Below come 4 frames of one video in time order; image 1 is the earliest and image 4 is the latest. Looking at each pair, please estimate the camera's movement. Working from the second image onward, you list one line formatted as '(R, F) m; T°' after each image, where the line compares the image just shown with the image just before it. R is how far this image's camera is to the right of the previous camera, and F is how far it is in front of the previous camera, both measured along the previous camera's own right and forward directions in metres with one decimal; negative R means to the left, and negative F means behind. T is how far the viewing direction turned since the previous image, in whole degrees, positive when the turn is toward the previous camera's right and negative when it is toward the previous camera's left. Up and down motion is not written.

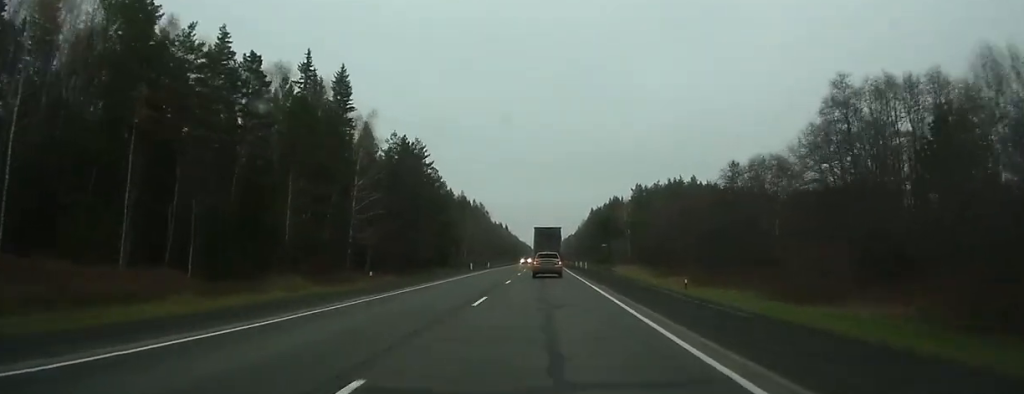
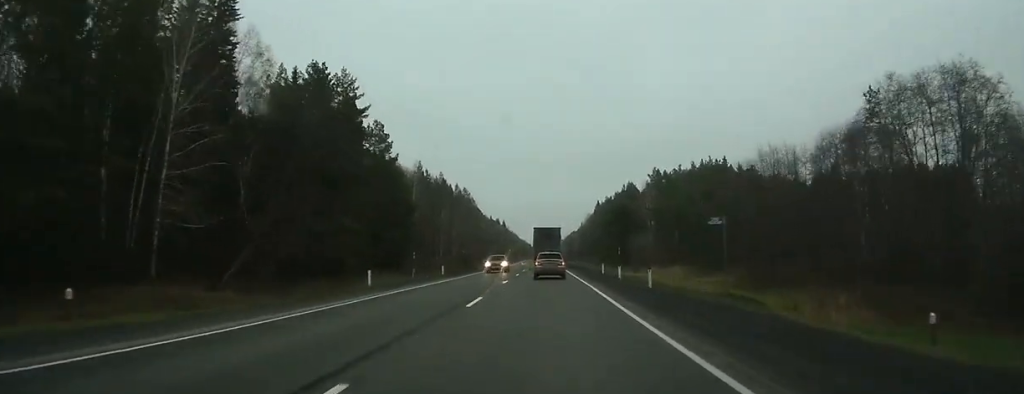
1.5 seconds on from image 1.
(+0.1, +34.3) m; 0°
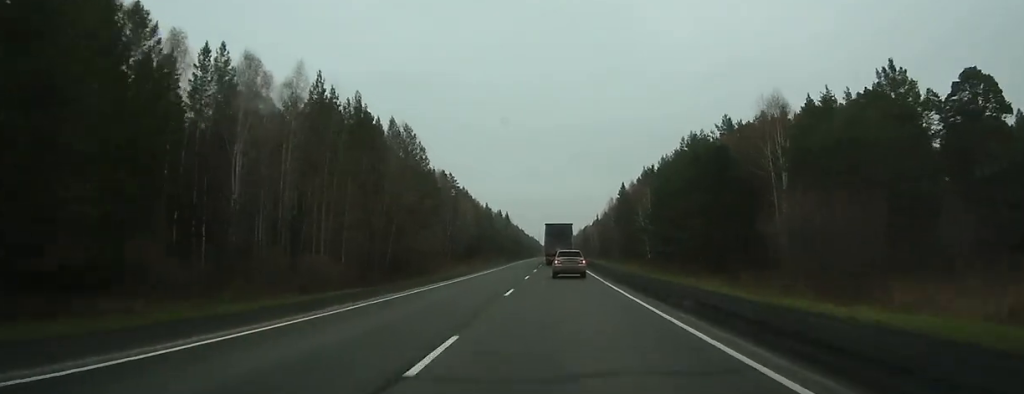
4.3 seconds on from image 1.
(0.0, +70.3) m; -1°
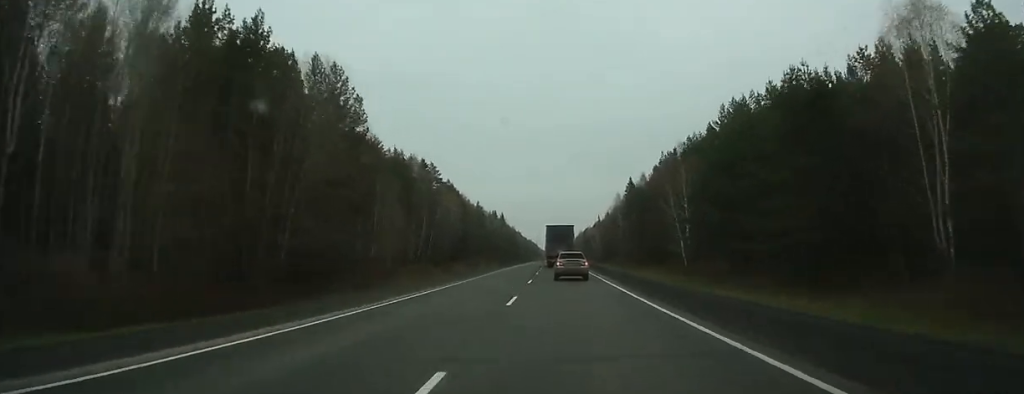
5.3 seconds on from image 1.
(-0.1, +28.3) m; 0°
